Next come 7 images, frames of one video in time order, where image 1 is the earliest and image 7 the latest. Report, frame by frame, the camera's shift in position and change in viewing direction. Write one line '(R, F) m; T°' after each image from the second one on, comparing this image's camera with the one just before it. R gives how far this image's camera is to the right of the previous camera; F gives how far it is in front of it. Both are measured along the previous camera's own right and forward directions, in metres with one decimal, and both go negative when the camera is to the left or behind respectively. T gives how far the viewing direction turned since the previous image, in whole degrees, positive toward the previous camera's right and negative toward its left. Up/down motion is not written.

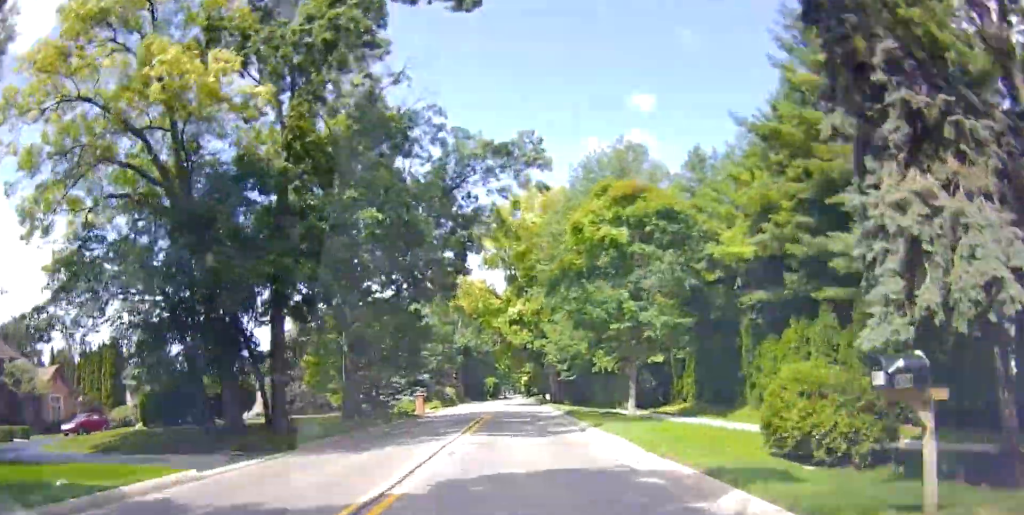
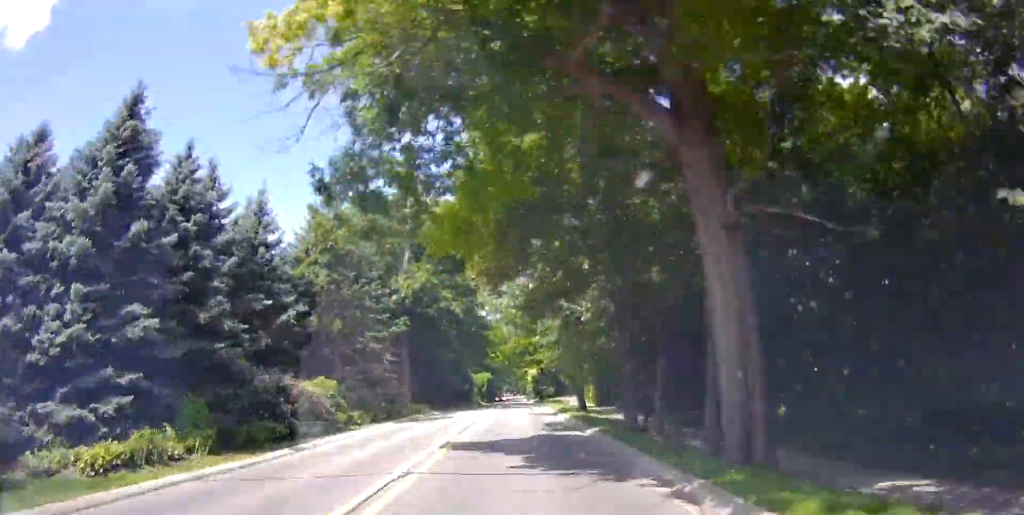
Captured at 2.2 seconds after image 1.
(+0.1, +43.2) m; +1°
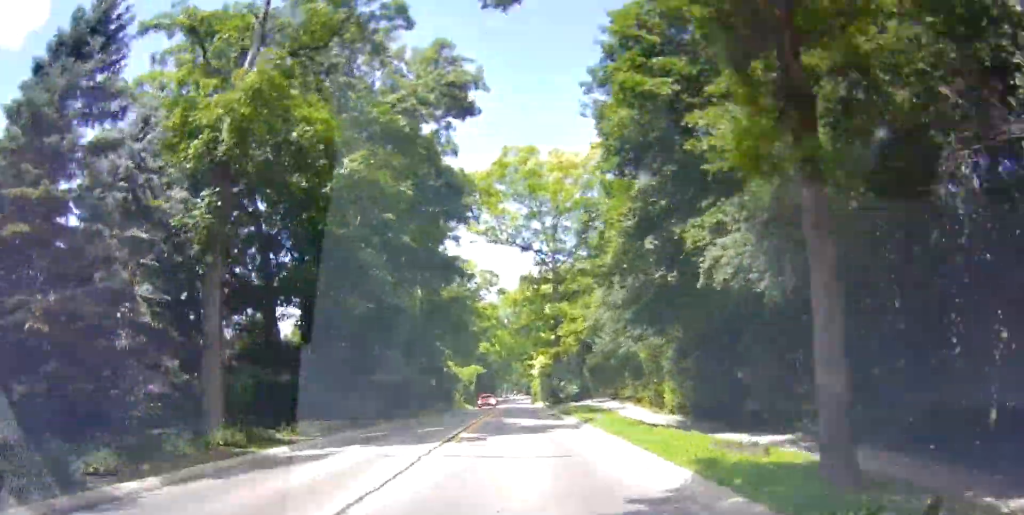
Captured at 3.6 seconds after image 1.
(+0.6, +27.9) m; 0°
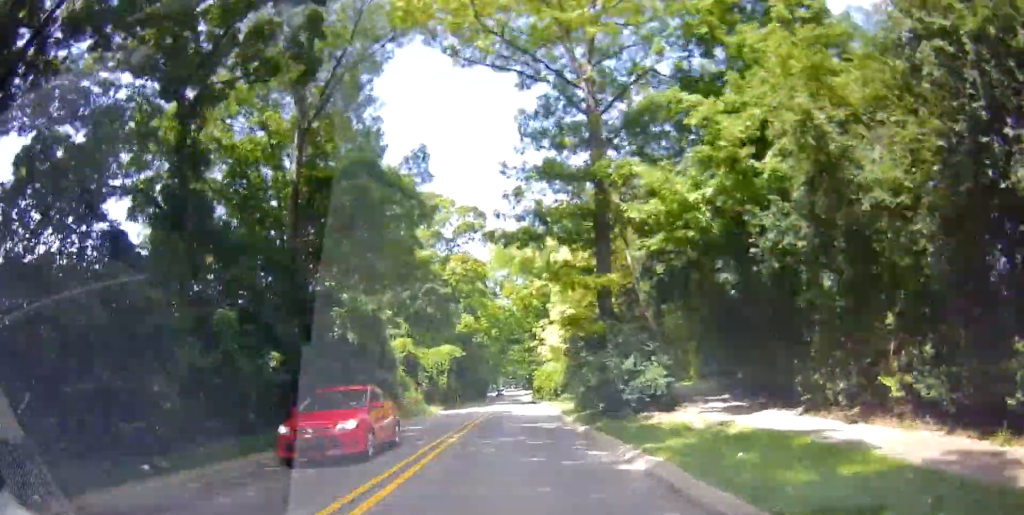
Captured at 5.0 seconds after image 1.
(-0.8, +27.9) m; 0°
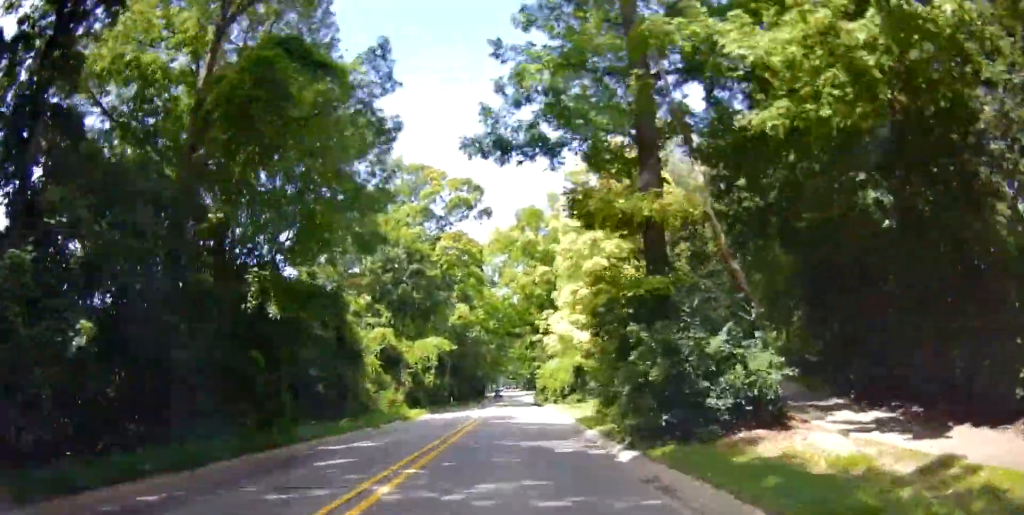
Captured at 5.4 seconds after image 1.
(+0.4, +7.9) m; 0°
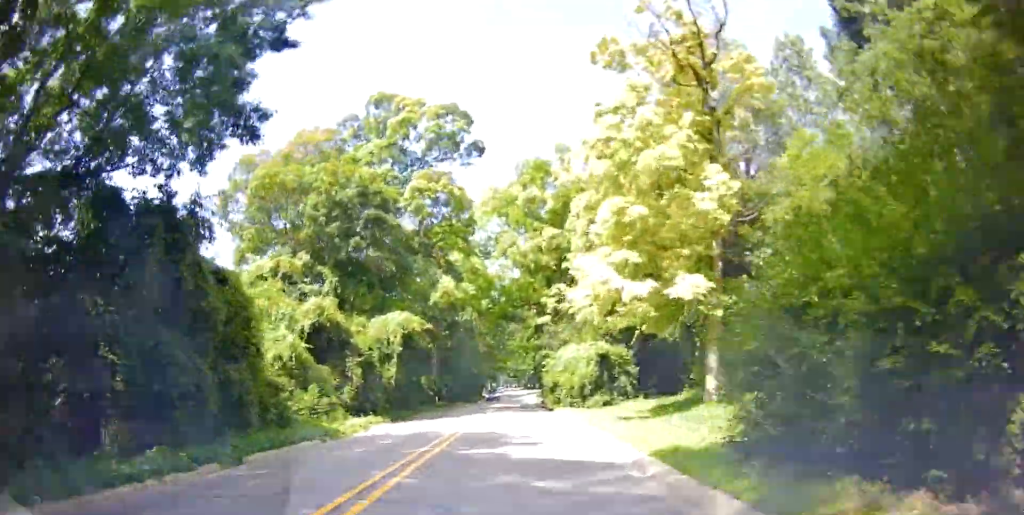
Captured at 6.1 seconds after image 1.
(+0.1, +13.8) m; -1°
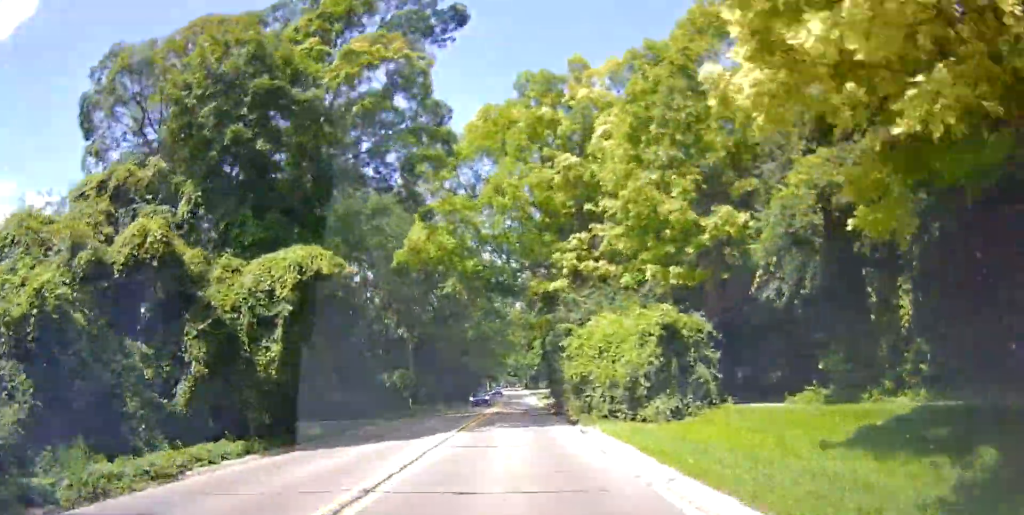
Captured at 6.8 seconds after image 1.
(-0.6, +15.0) m; -1°
